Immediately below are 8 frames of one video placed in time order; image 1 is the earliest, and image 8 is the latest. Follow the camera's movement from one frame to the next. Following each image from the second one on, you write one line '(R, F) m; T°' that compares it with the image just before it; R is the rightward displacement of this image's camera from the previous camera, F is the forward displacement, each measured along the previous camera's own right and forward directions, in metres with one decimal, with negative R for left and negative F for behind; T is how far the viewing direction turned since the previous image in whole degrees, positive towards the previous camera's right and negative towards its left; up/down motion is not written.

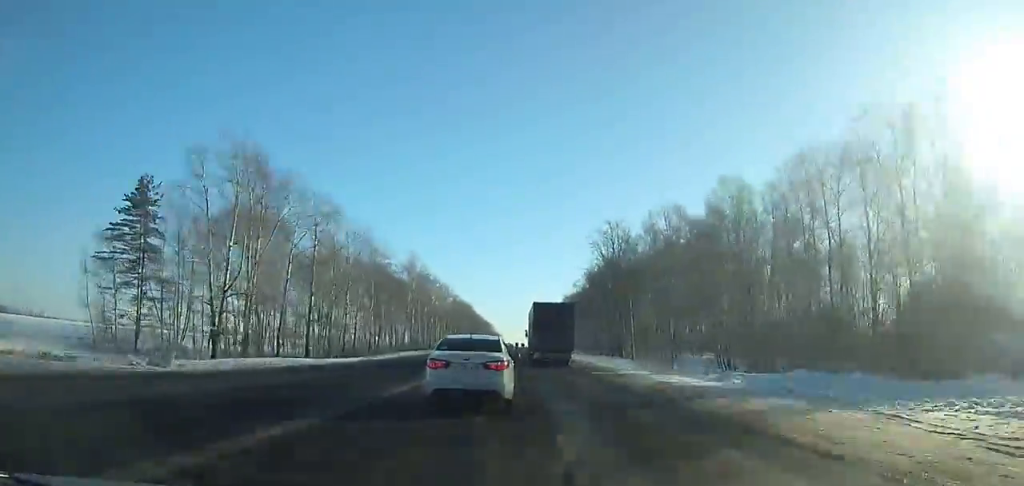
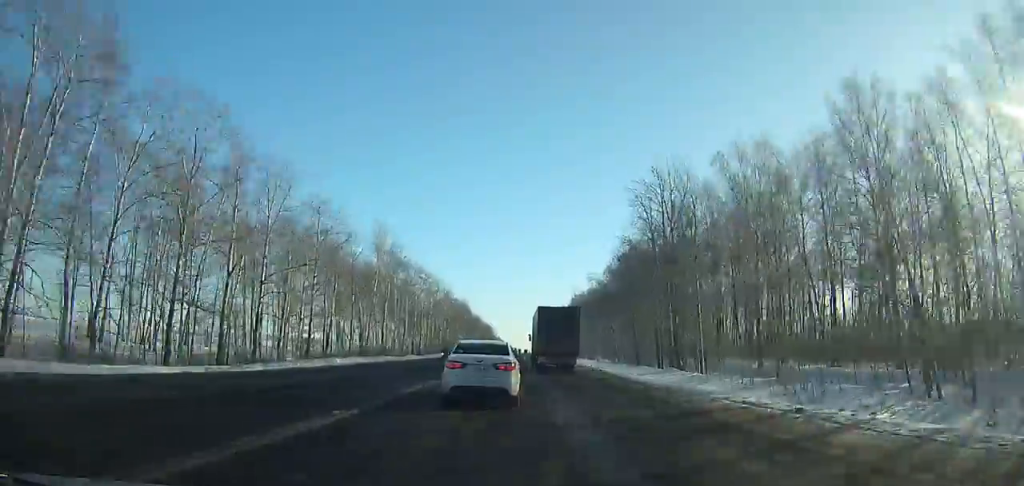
(-0.2, +32.0) m; 0°
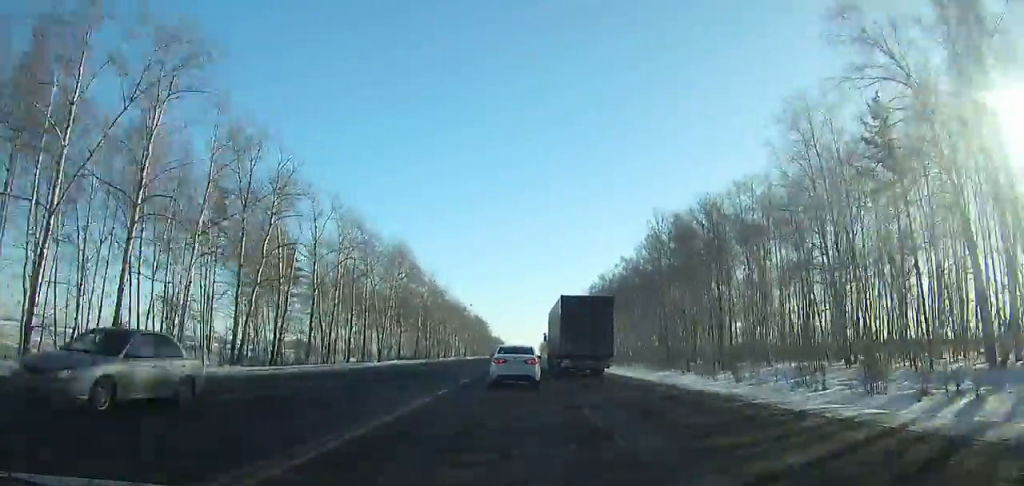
(-0.3, +122.5) m; 0°
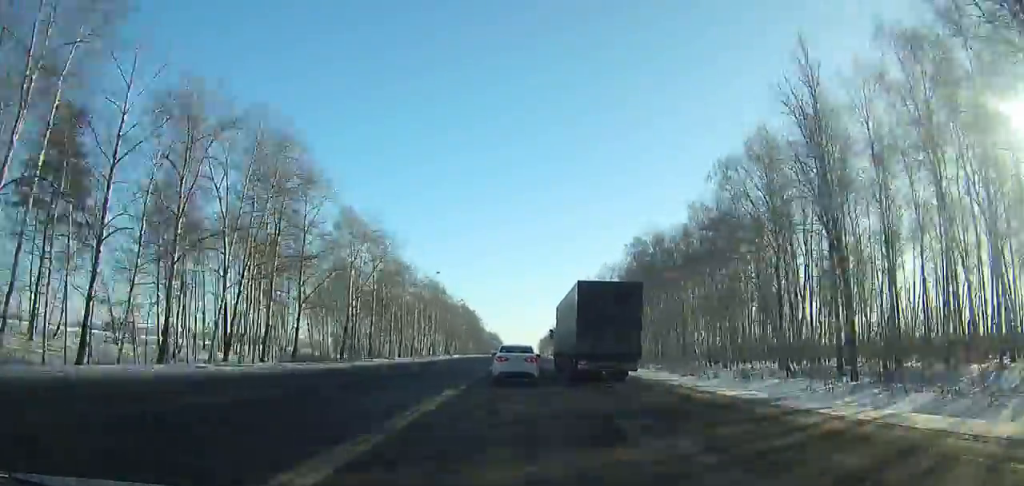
(0.0, +49.8) m; 0°
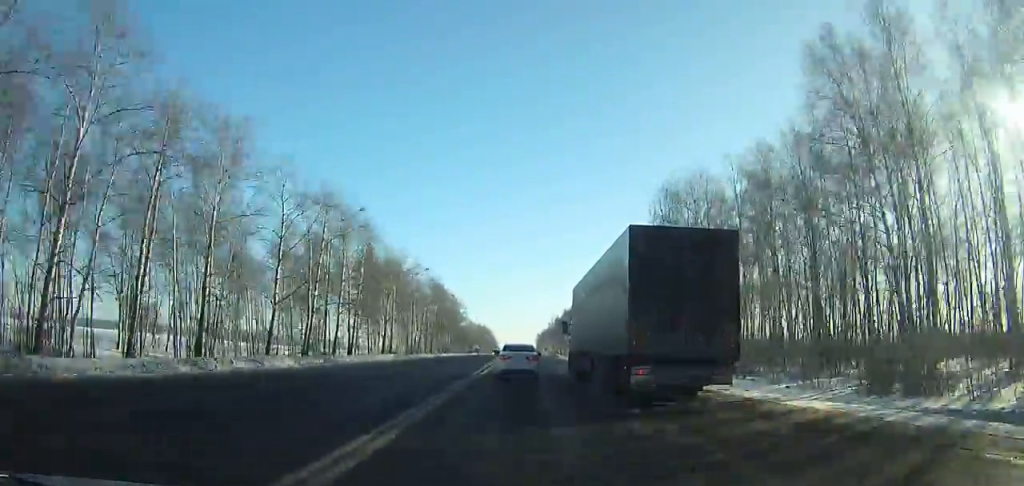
(+0.3, +70.4) m; 0°
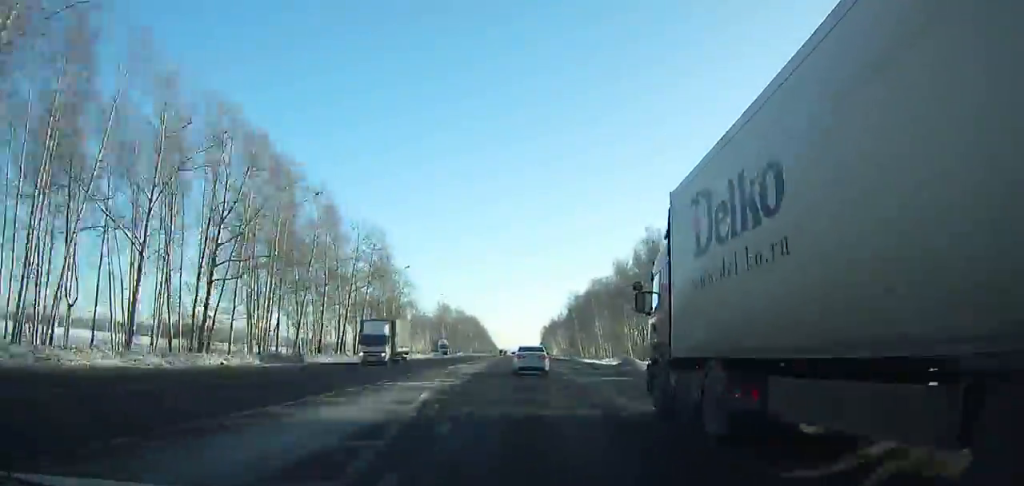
(+0.3, +109.6) m; 0°
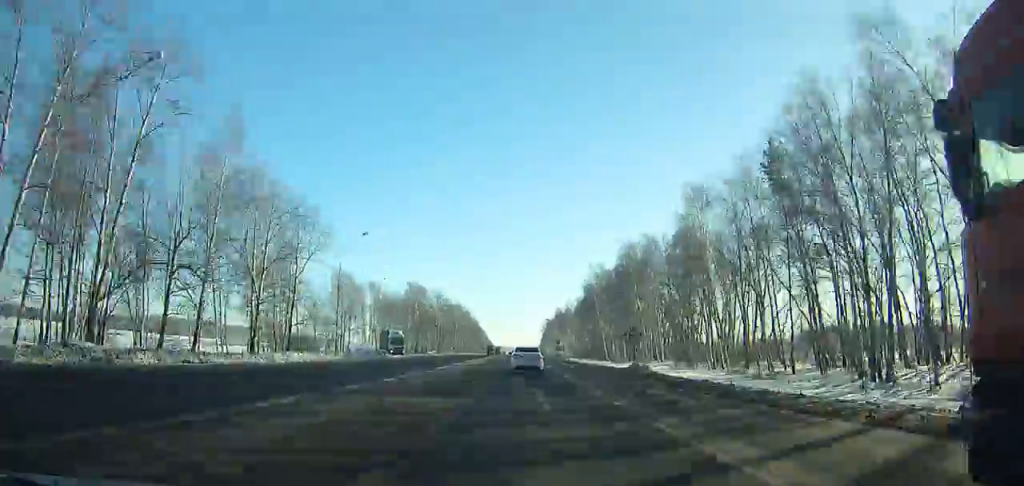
(0.0, +55.6) m; 0°
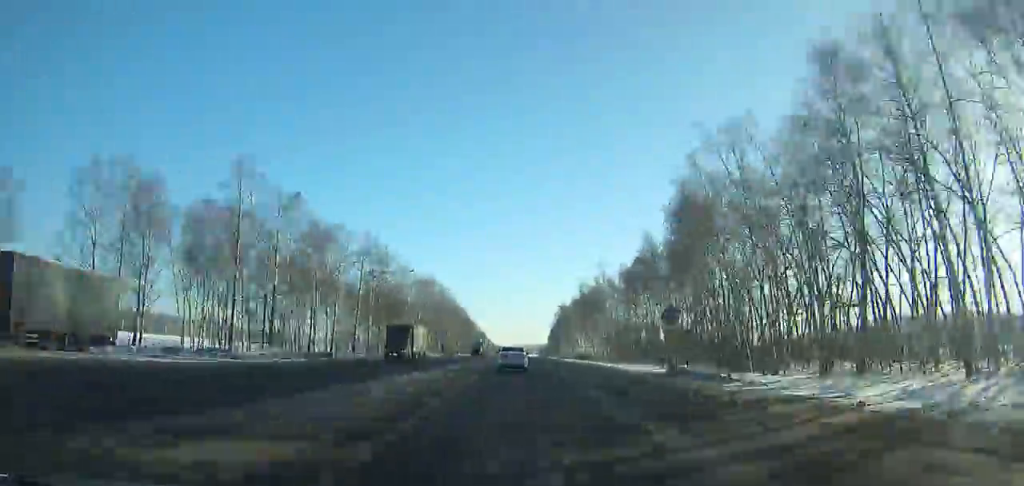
(0.0, +81.7) m; 0°
